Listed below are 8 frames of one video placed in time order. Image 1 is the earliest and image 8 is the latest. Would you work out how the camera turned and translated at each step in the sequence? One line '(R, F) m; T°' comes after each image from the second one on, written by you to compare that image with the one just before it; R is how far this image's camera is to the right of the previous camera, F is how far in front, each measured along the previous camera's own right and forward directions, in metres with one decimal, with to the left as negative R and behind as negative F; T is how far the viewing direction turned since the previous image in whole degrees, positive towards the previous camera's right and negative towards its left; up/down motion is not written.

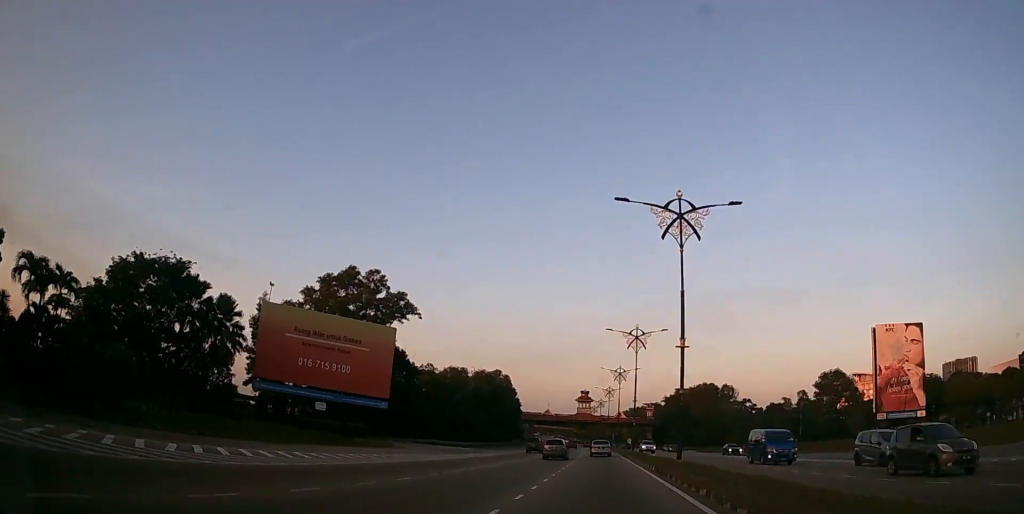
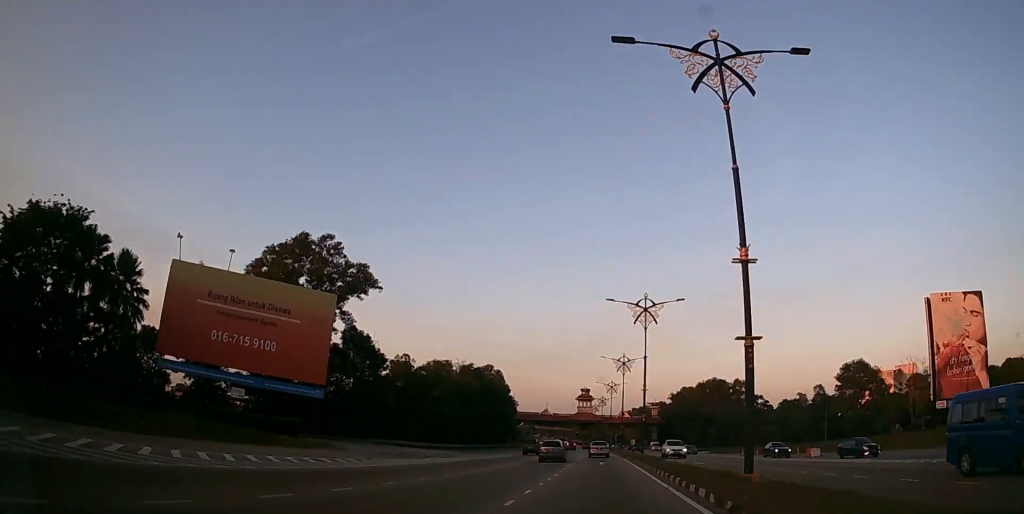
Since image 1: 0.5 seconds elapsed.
(0.0, +11.8) m; 0°
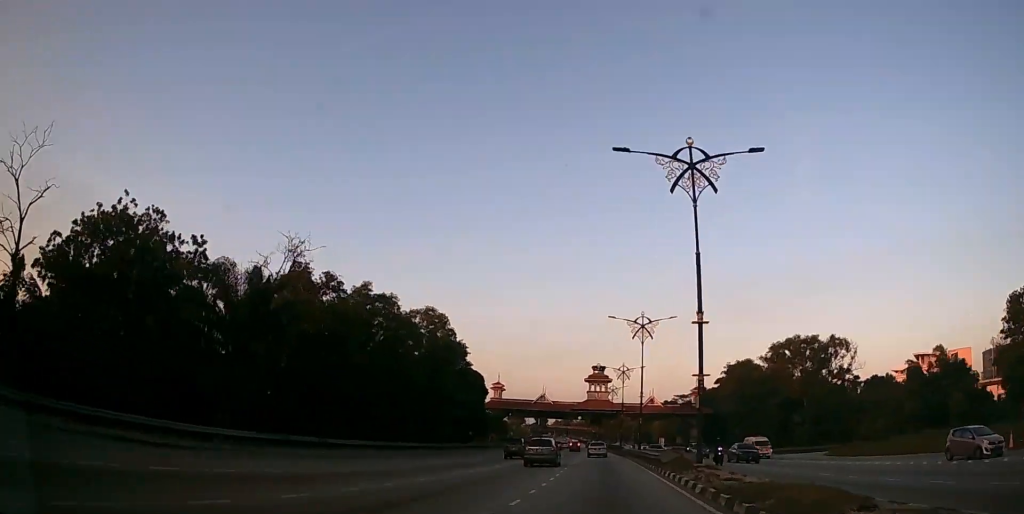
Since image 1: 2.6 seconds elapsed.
(-0.8, +53.0) m; -2°
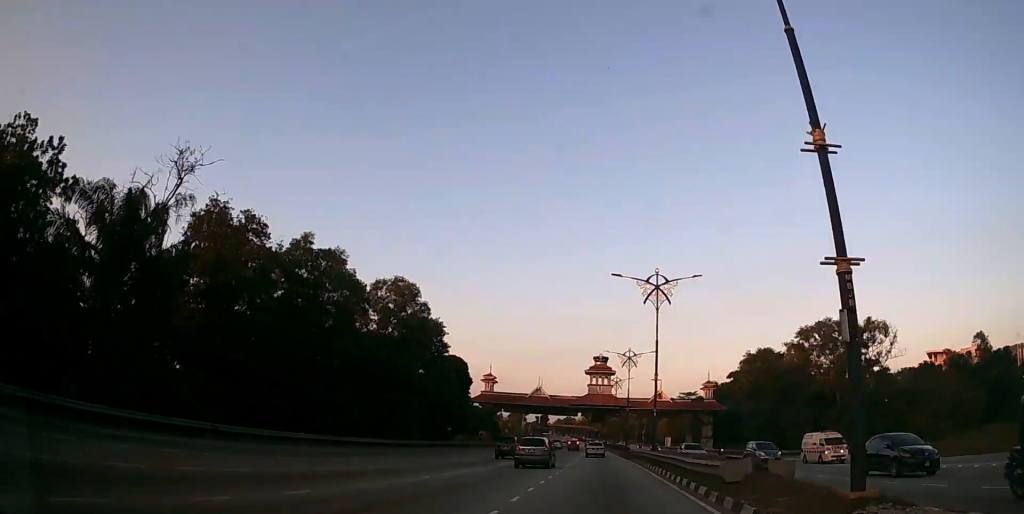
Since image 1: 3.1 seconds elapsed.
(0.0, +13.0) m; 0°
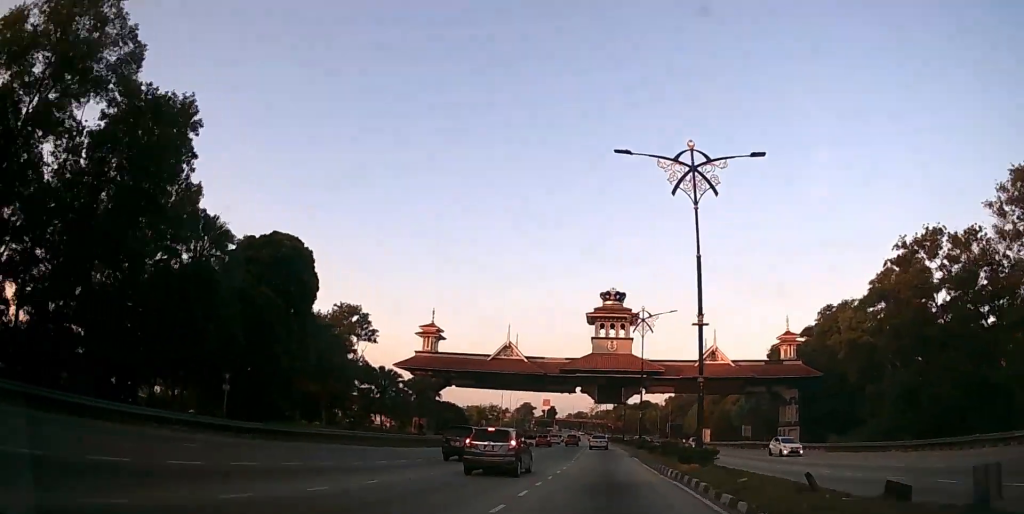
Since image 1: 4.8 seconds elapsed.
(-0.7, +46.7) m; -2°
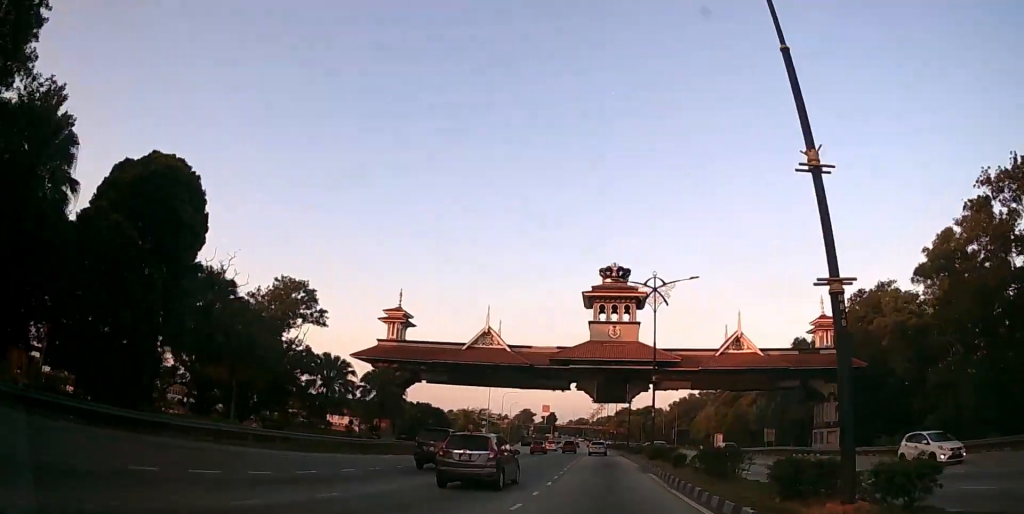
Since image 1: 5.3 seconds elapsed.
(0.0, +12.7) m; 0°
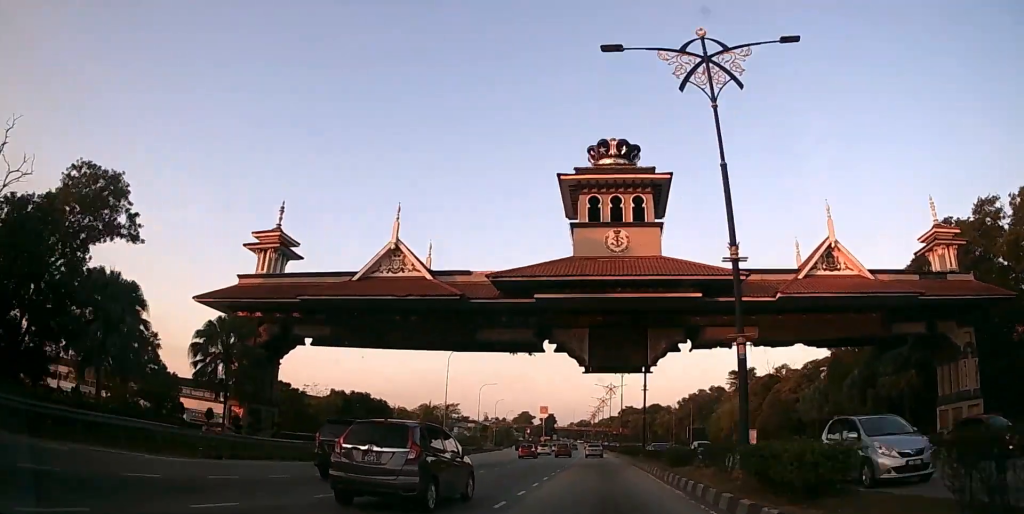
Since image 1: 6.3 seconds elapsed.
(-0.3, +25.1) m; -1°
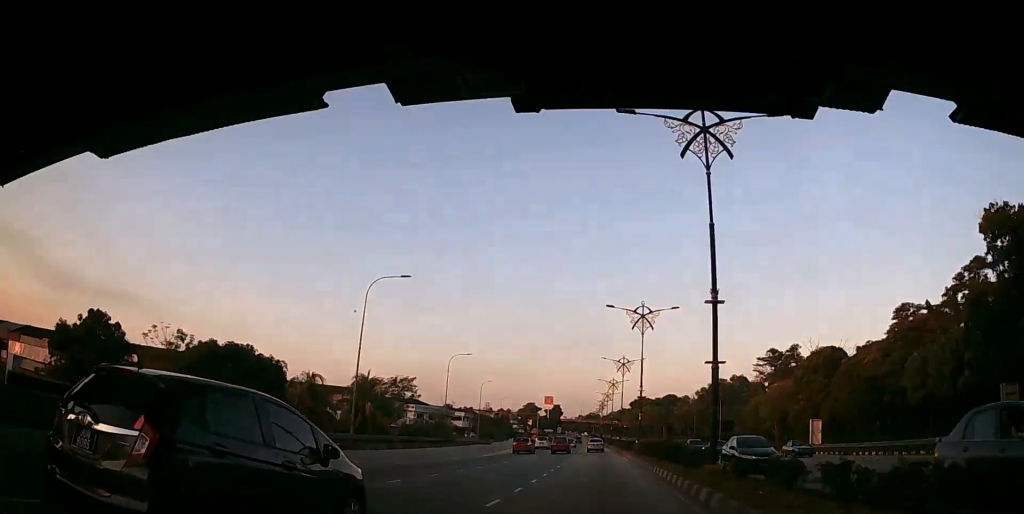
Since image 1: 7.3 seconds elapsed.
(-0.1, +26.0) m; -1°
